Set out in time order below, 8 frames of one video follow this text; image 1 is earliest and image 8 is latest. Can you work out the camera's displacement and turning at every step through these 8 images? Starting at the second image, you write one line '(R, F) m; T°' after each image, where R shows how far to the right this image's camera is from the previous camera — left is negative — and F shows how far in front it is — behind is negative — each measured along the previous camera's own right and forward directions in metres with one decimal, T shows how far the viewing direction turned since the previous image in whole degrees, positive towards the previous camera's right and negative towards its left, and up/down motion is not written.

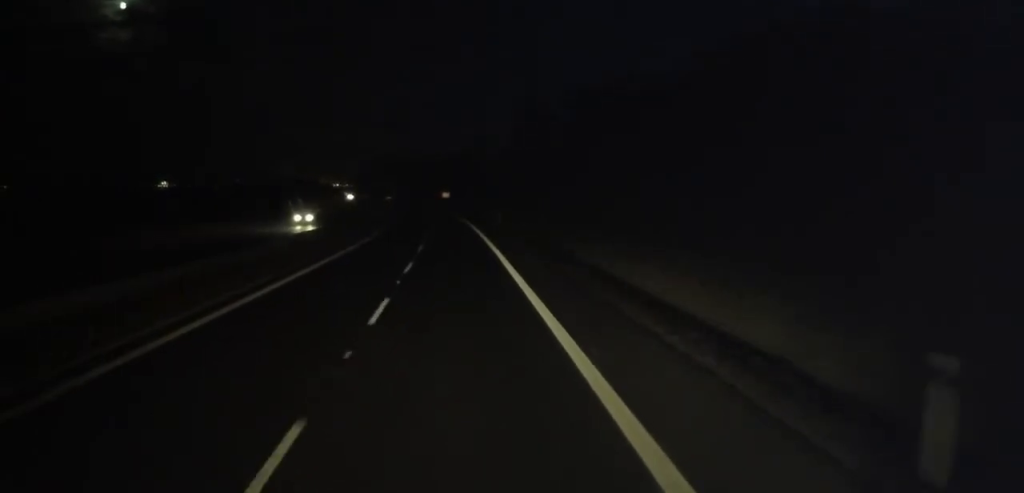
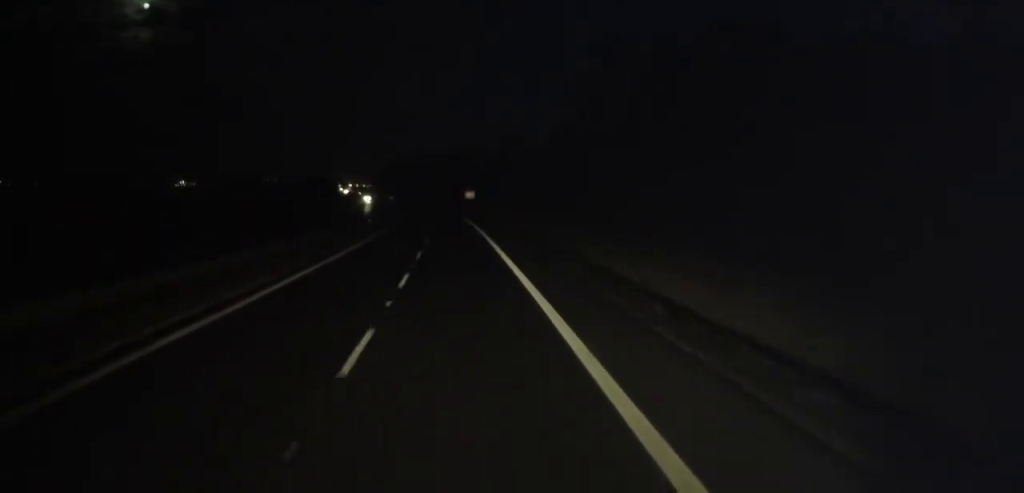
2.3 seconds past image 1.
(-1.5, +58.3) m; -2°
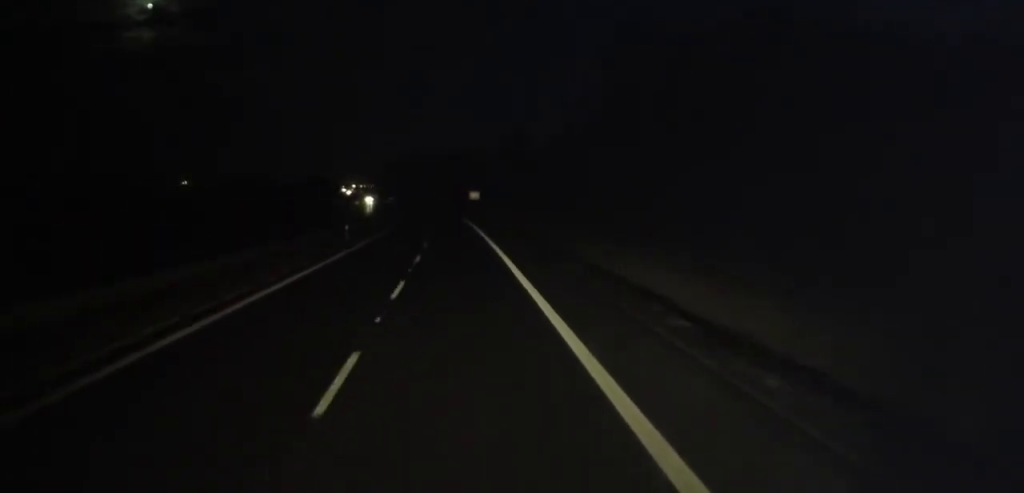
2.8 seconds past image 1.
(-0.1, +10.8) m; 0°
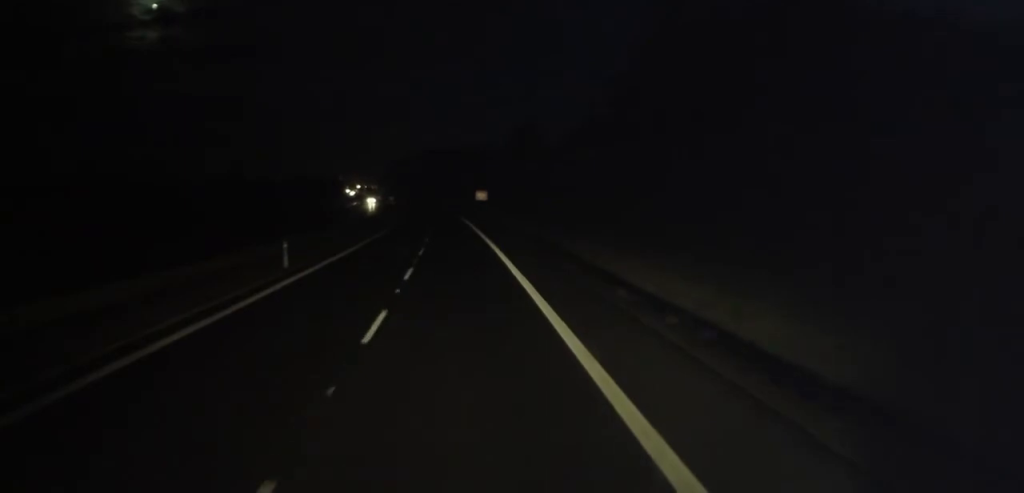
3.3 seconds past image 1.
(0.0, +14.2) m; -1°
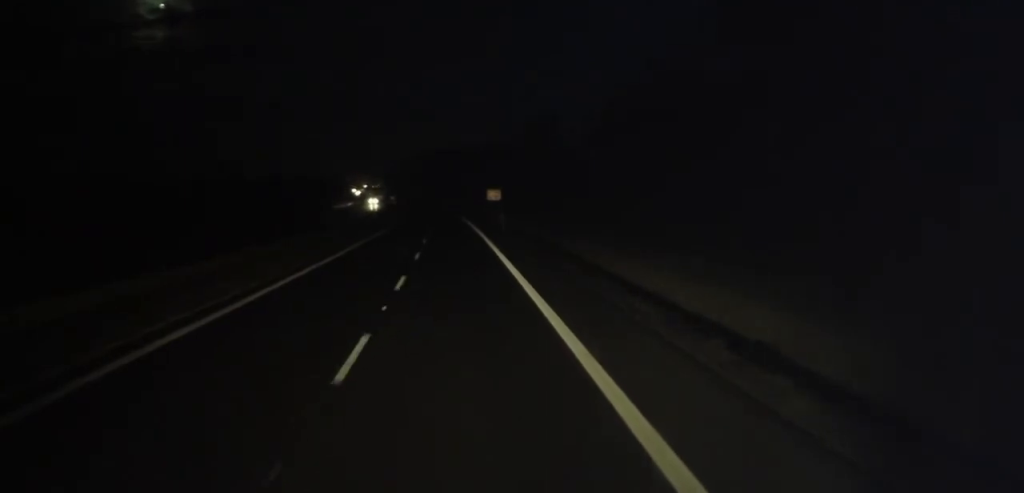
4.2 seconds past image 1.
(-0.2, +20.7) m; -1°
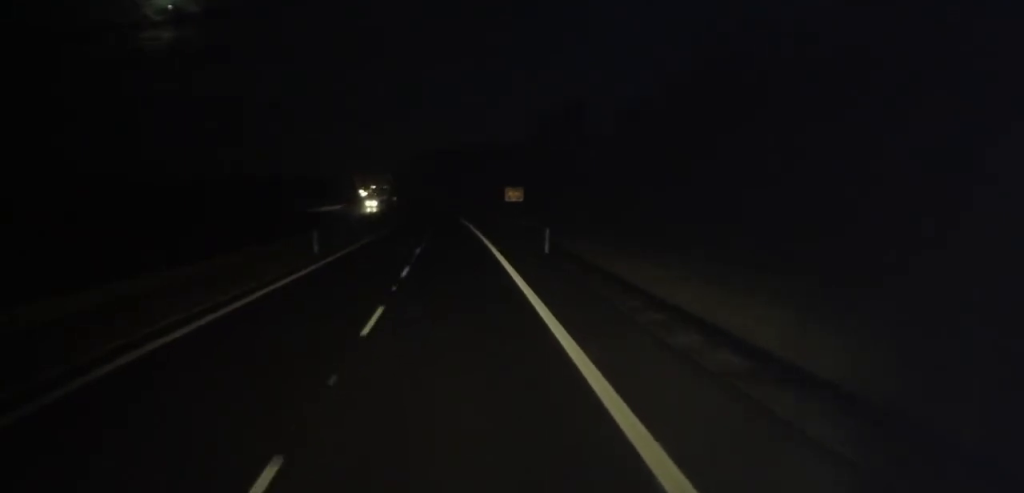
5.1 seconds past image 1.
(-0.2, +24.1) m; -1°
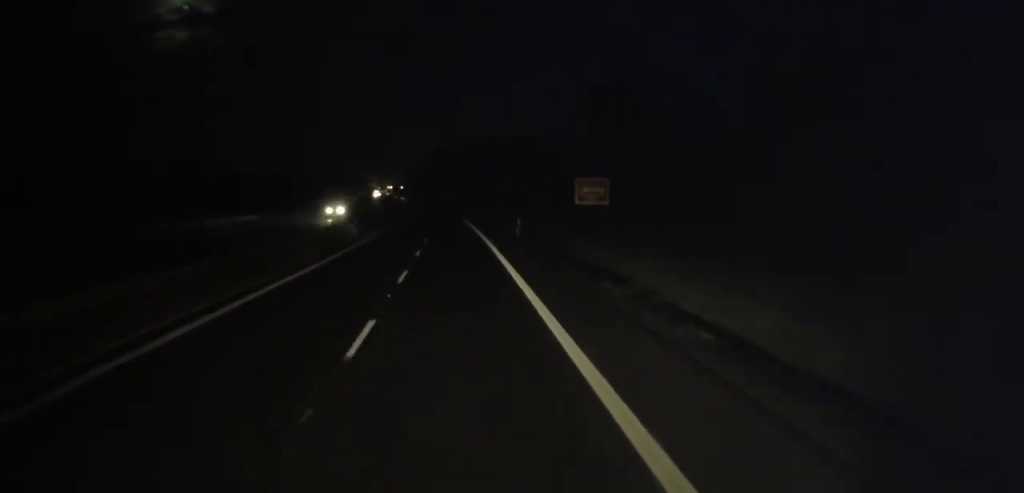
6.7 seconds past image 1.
(-0.3, +38.0) m; 0°
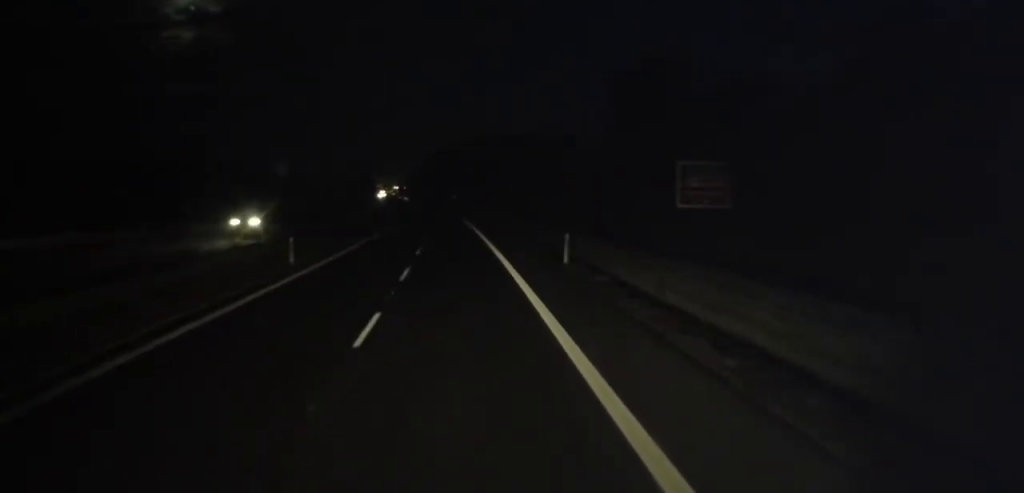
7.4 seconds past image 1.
(+0.2, +17.3) m; 0°
